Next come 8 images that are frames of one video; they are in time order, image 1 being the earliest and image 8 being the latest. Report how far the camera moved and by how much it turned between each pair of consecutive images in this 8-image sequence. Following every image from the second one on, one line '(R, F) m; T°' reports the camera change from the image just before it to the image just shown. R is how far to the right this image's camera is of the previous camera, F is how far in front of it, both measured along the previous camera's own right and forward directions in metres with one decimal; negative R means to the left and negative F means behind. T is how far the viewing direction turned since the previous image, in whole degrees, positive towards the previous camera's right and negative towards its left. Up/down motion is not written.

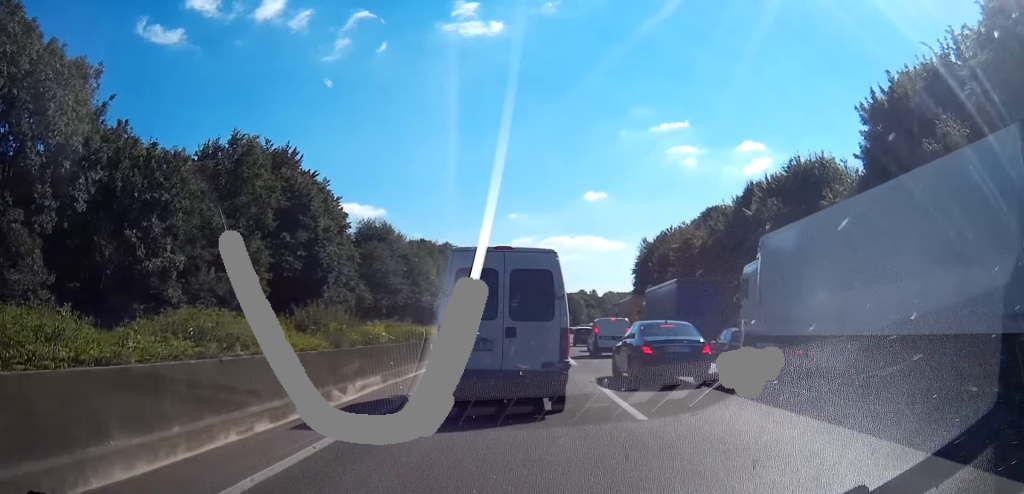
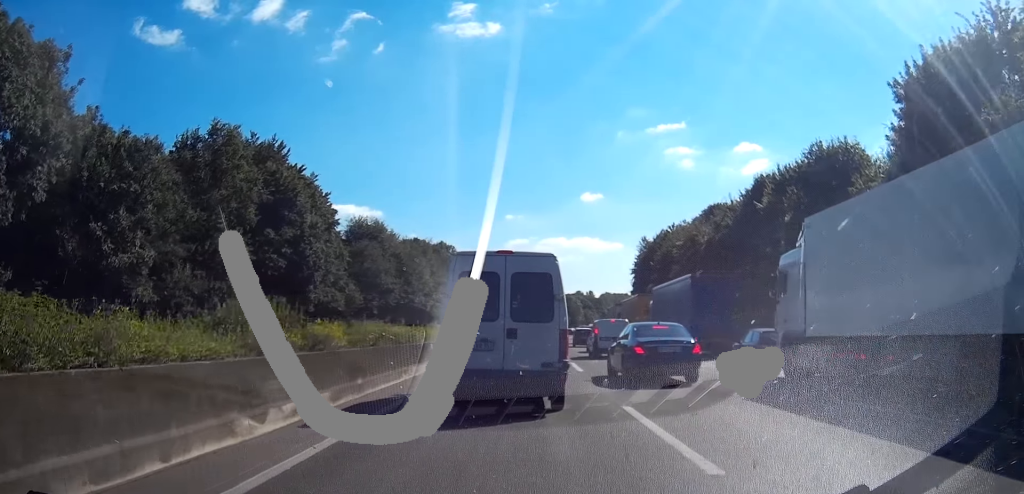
(0.0, +3.4) m; -1°
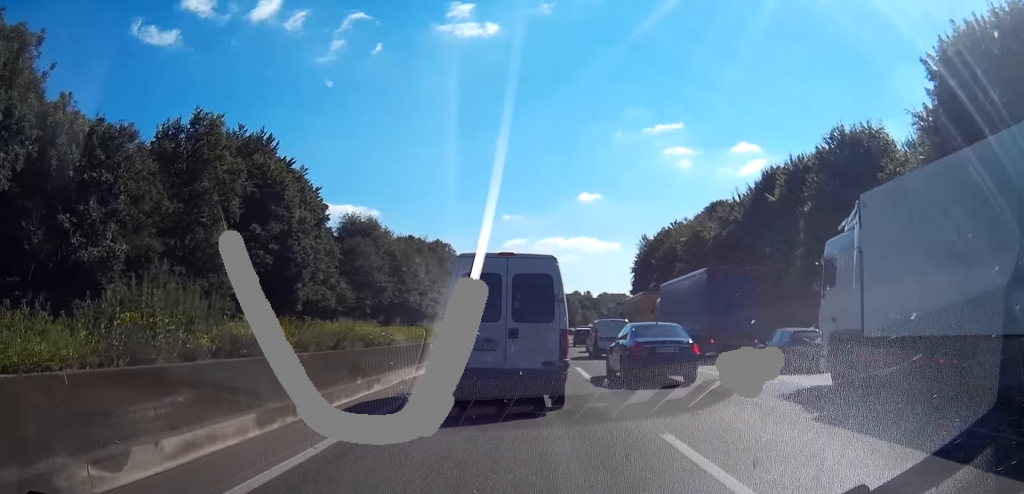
(+0.1, +3.4) m; -1°
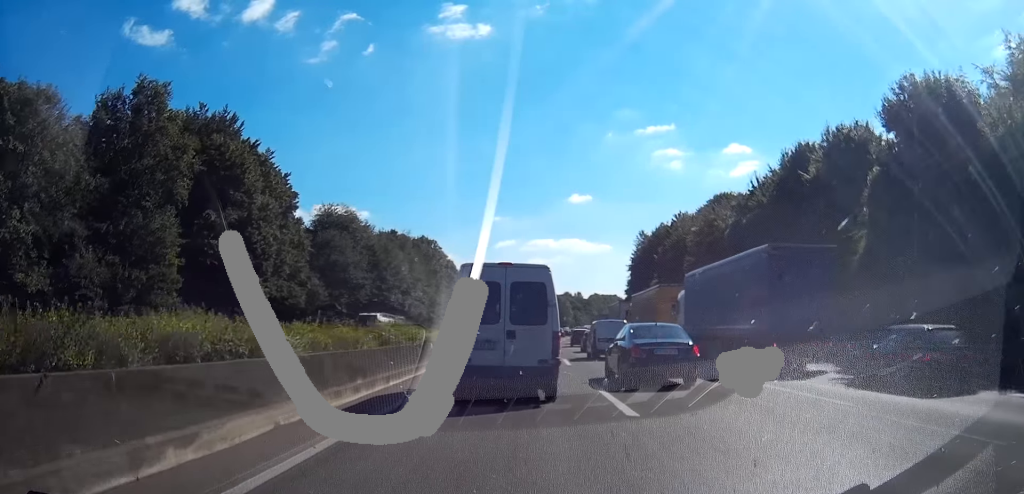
(-0.1, +9.4) m; +1°
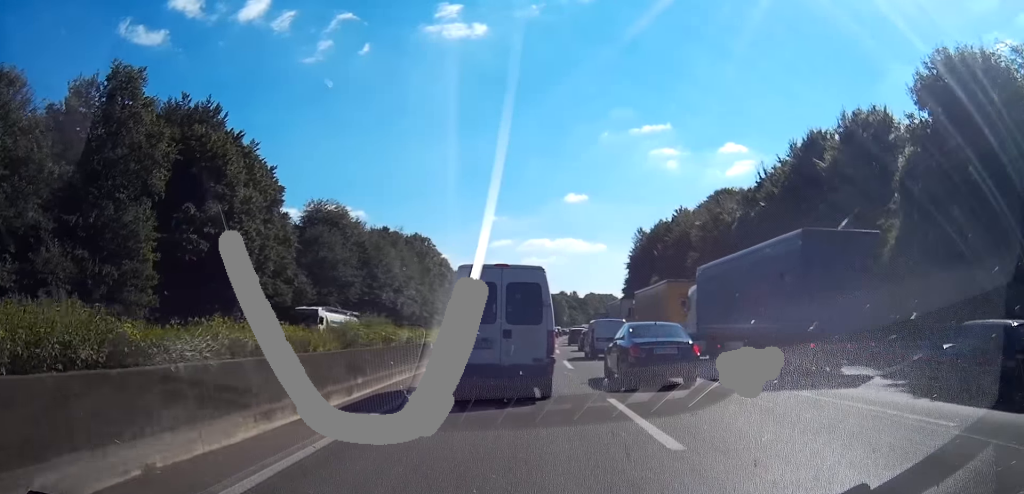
(0.0, +3.6) m; 0°
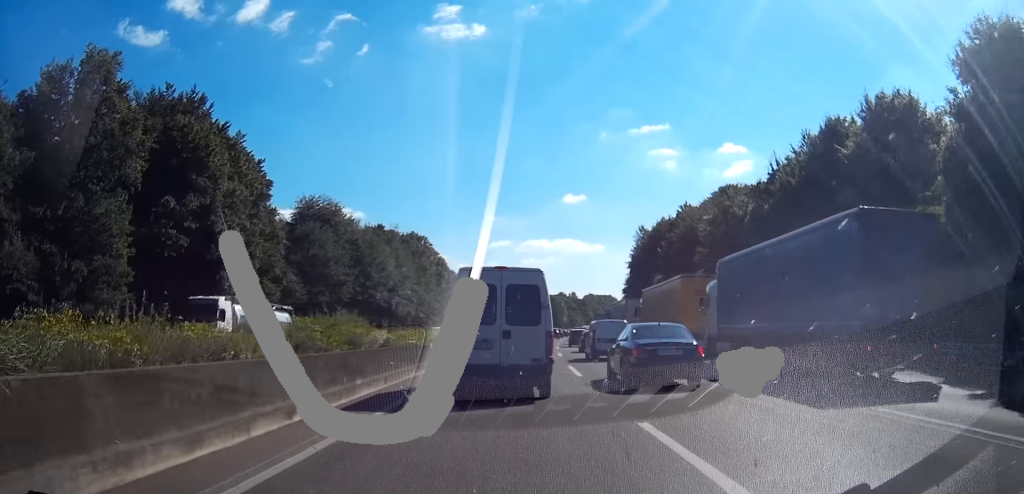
(0.0, +3.7) m; -1°
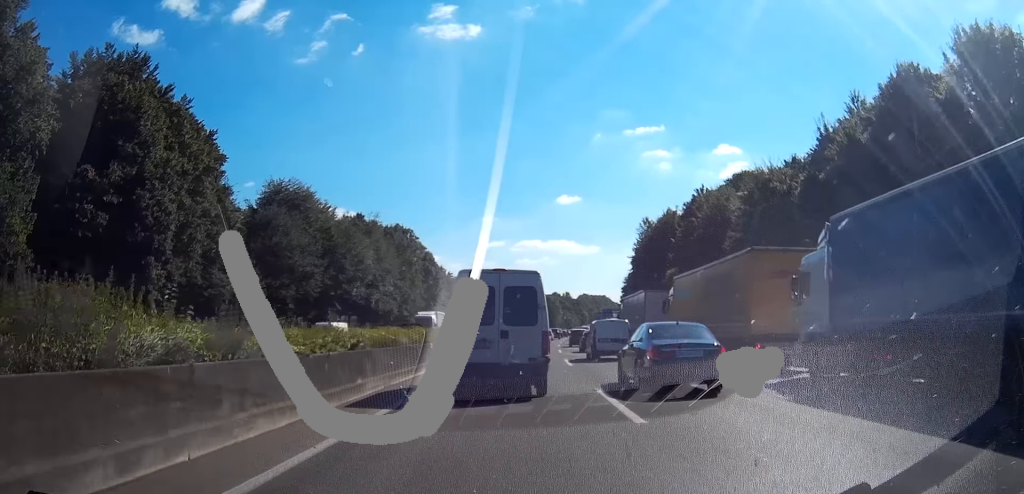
(+0.1, +11.4) m; +3°
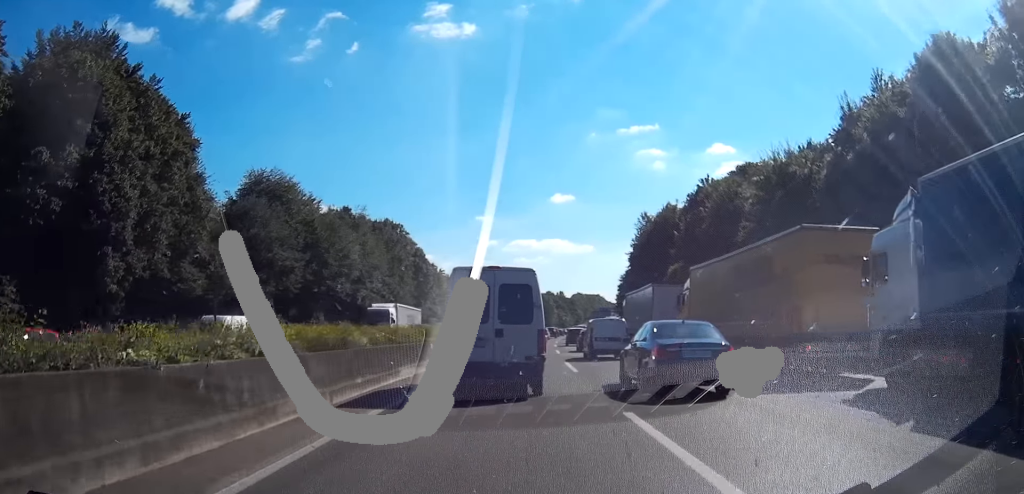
(+0.1, +4.6) m; +1°
